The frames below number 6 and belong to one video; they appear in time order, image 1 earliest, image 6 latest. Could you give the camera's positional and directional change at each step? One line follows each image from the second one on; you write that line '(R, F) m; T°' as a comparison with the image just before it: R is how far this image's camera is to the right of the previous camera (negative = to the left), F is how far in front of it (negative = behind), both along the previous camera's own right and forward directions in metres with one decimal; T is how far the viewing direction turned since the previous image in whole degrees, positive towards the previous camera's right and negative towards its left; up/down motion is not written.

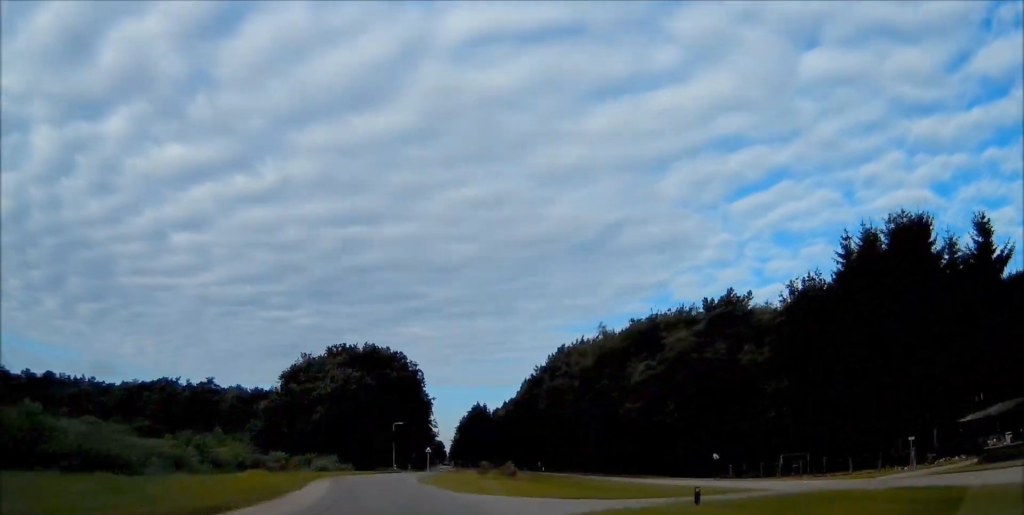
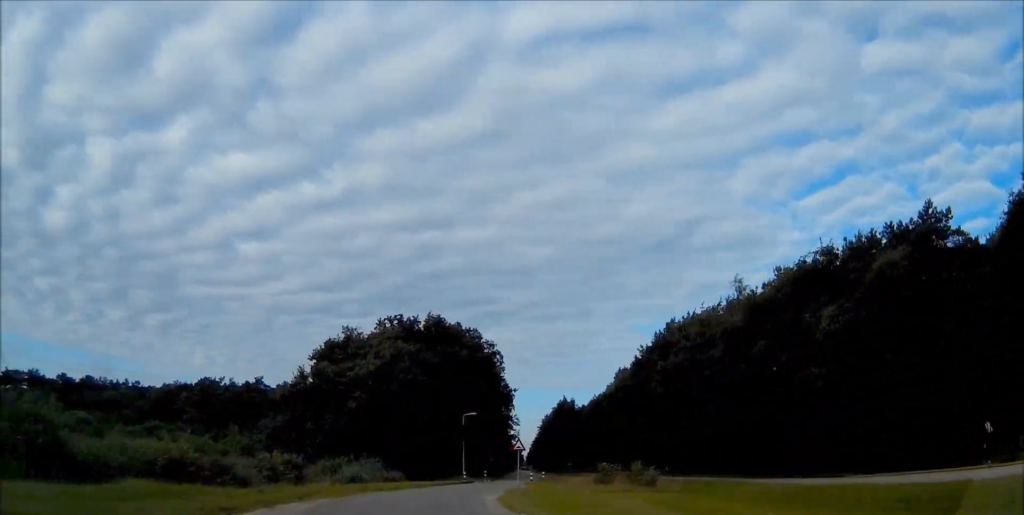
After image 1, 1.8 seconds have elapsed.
(-0.7, +22.3) m; -1°
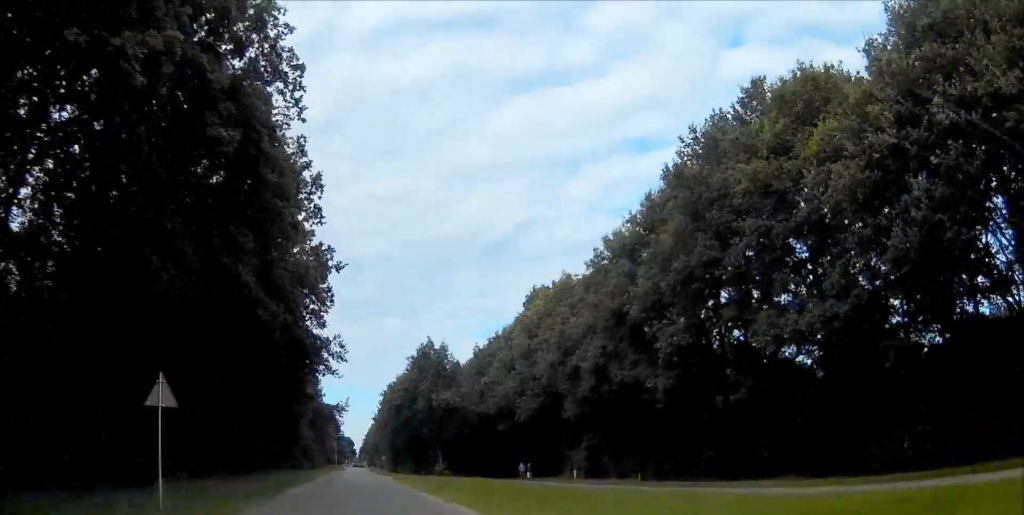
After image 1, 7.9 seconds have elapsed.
(+5.7, +70.1) m; +6°
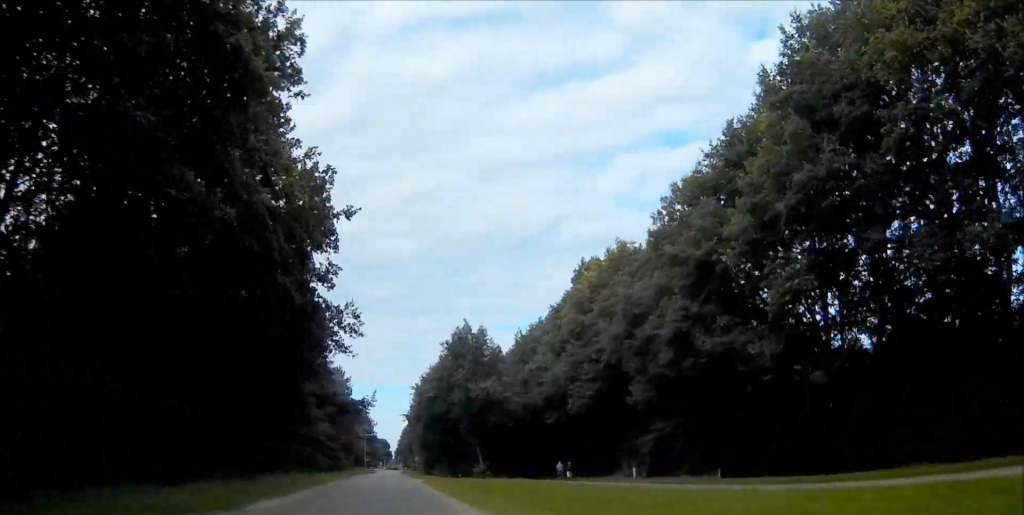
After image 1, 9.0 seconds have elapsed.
(-0.1, +11.8) m; -2°
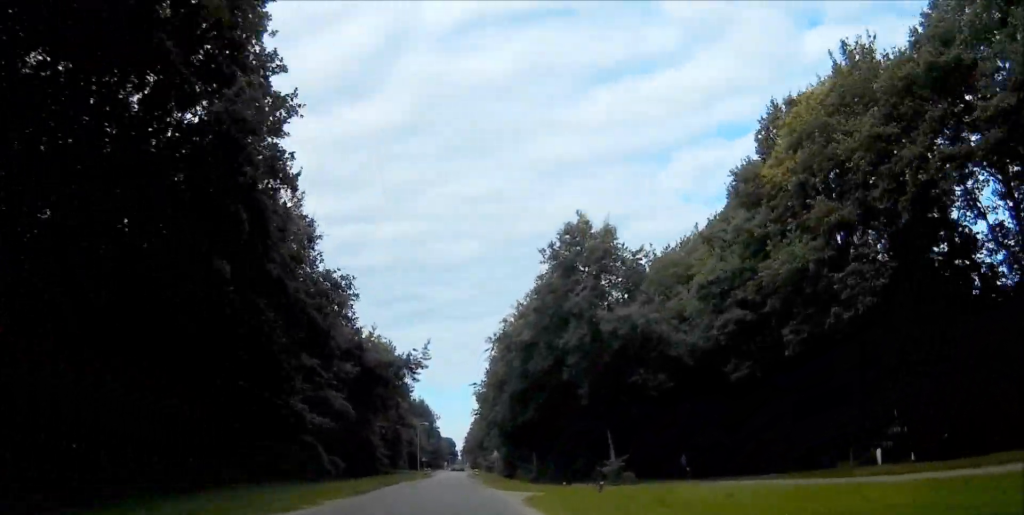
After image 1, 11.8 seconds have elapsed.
(-1.5, +32.2) m; -3°
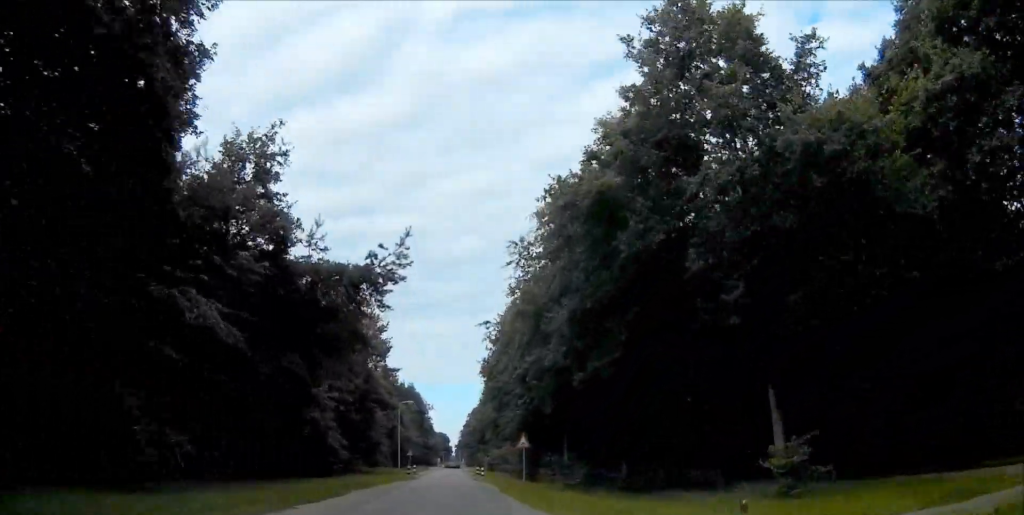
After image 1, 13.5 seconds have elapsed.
(0.0, +20.2) m; 0°
